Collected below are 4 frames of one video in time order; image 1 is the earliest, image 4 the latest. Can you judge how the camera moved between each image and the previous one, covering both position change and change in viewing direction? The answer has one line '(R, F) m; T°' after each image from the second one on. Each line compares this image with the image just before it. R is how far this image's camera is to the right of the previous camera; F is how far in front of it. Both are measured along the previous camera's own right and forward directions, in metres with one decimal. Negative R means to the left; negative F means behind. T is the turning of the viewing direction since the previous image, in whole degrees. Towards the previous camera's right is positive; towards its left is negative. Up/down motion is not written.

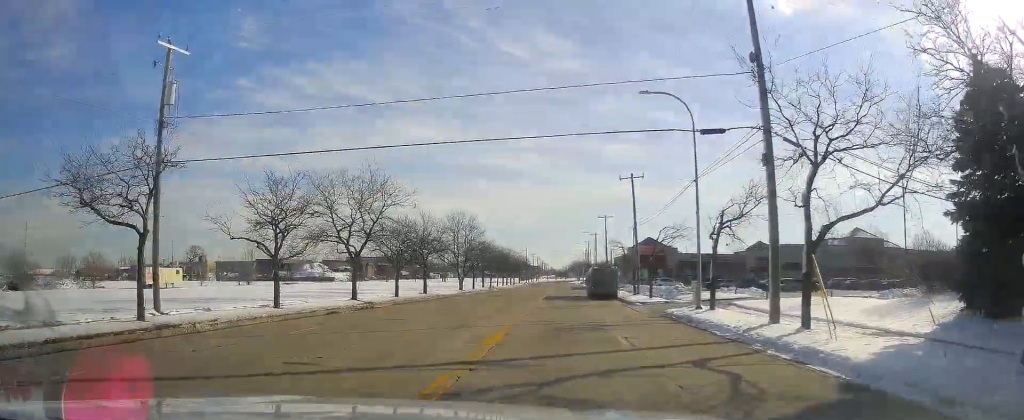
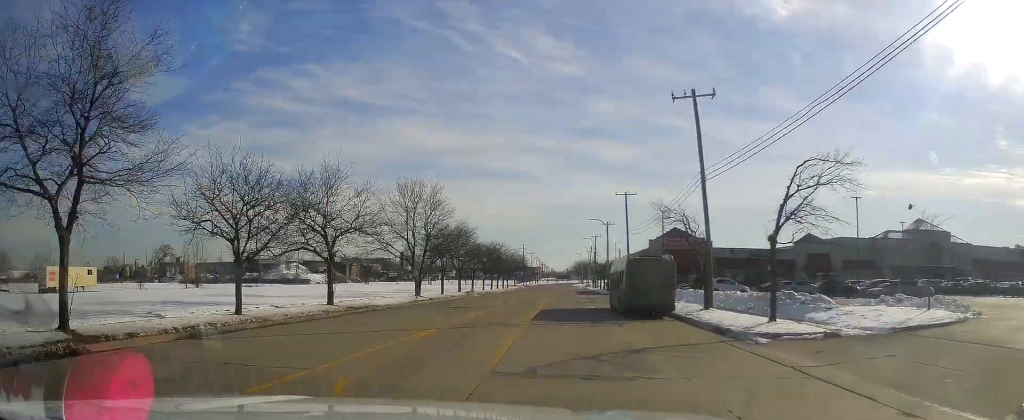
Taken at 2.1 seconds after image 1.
(-1.2, +25.0) m; -1°
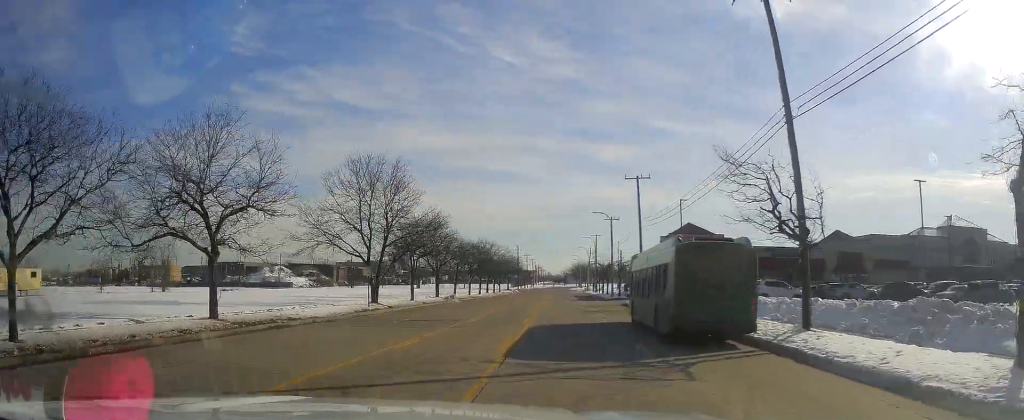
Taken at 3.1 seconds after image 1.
(+0.4, +12.3) m; +1°
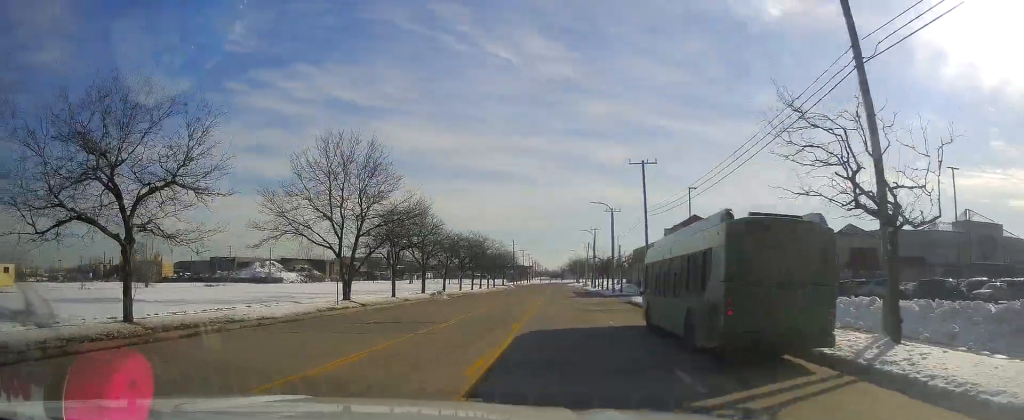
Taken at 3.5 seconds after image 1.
(0.0, +5.3) m; -1°
